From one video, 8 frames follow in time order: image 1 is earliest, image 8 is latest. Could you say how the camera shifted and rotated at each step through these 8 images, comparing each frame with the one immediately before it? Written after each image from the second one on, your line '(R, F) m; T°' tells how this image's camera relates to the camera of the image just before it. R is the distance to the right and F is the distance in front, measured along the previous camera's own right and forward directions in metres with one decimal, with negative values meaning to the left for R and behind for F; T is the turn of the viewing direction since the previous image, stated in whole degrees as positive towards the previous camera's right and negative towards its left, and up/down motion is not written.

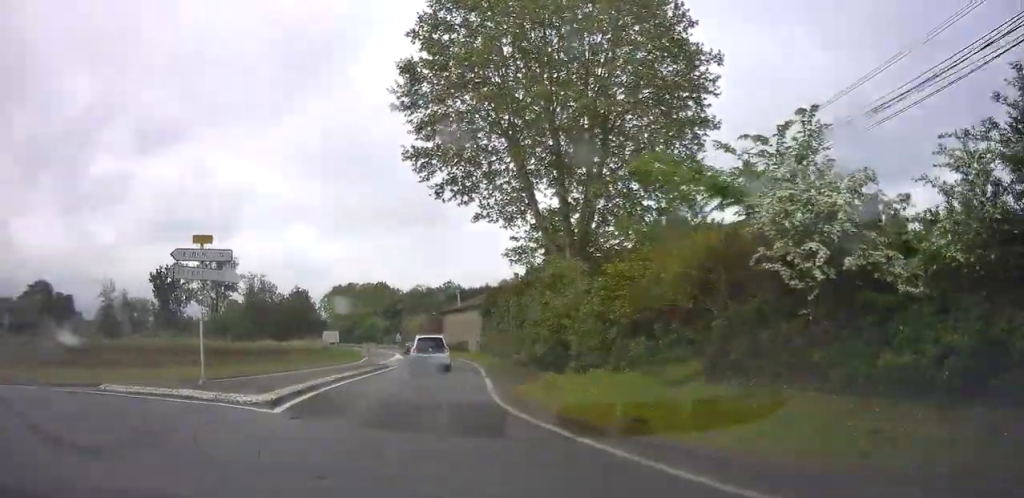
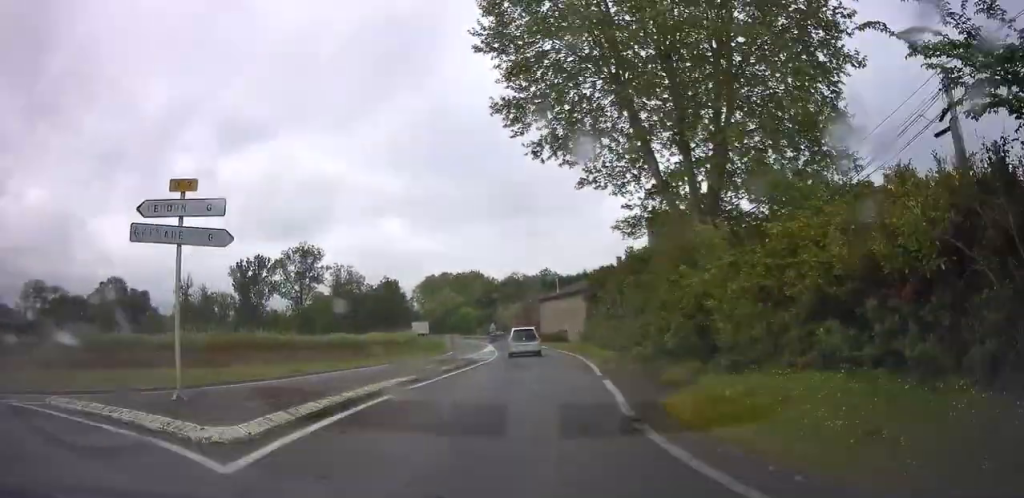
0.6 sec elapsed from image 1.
(-0.6, +4.8) m; -9°
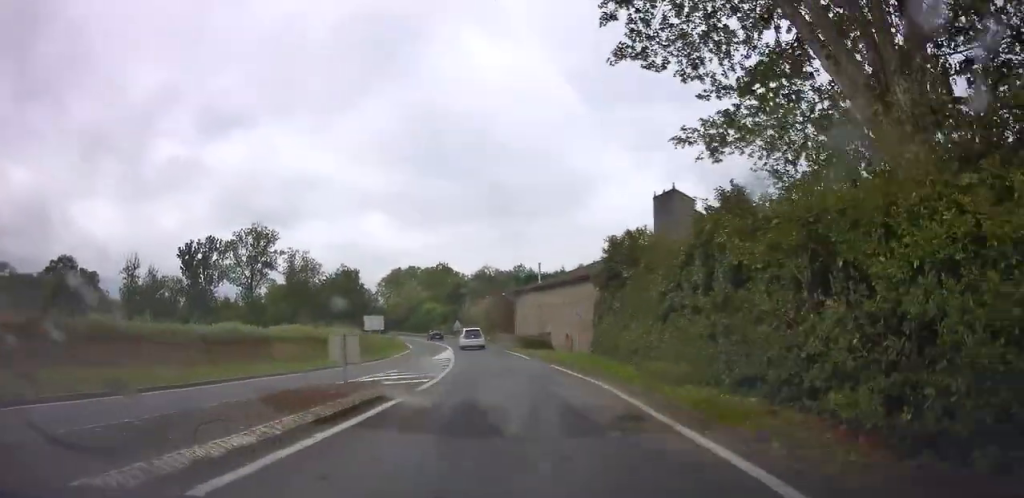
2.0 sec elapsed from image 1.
(-0.7, +13.2) m; -2°
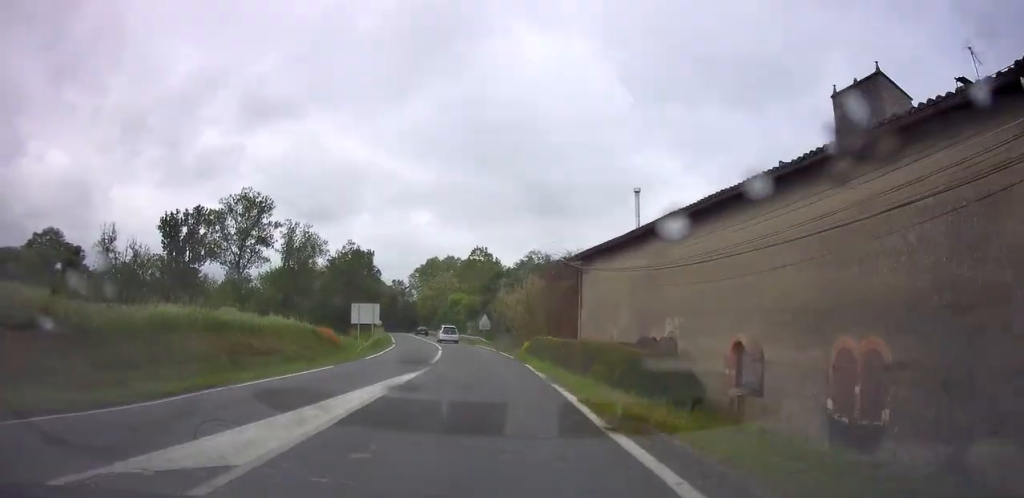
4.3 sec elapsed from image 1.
(-0.1, +26.3) m; -4°
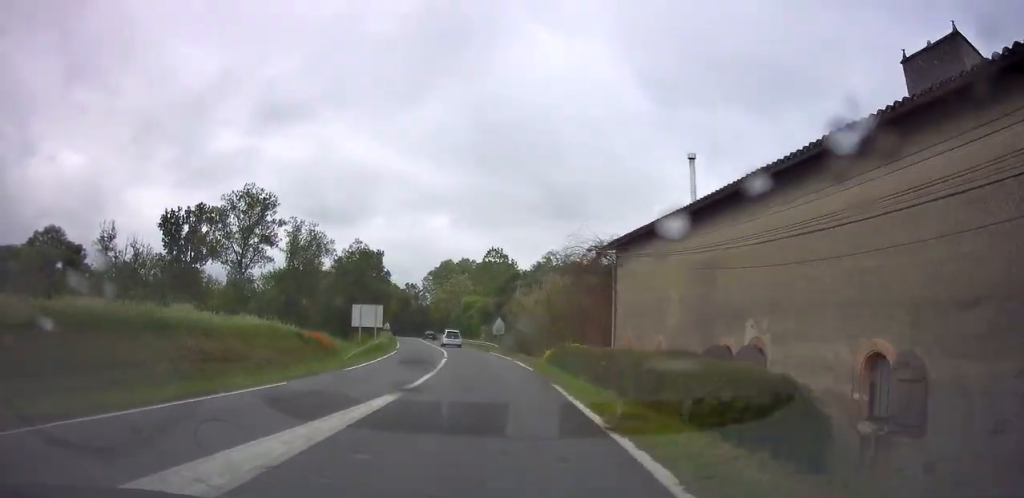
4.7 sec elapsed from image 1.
(-0.1, +5.7) m; -1°
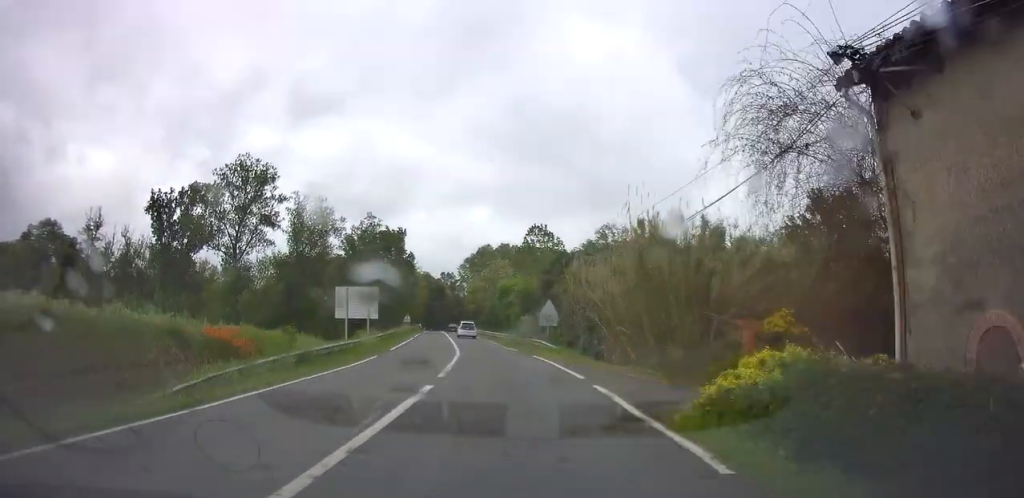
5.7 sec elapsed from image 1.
(-0.3, +15.9) m; -3°
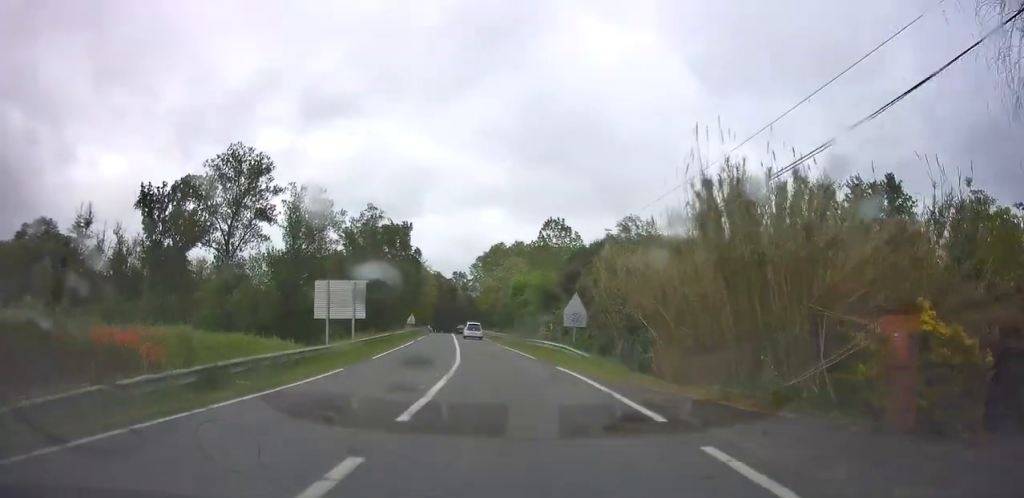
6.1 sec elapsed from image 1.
(+0.1, +6.3) m; -2°
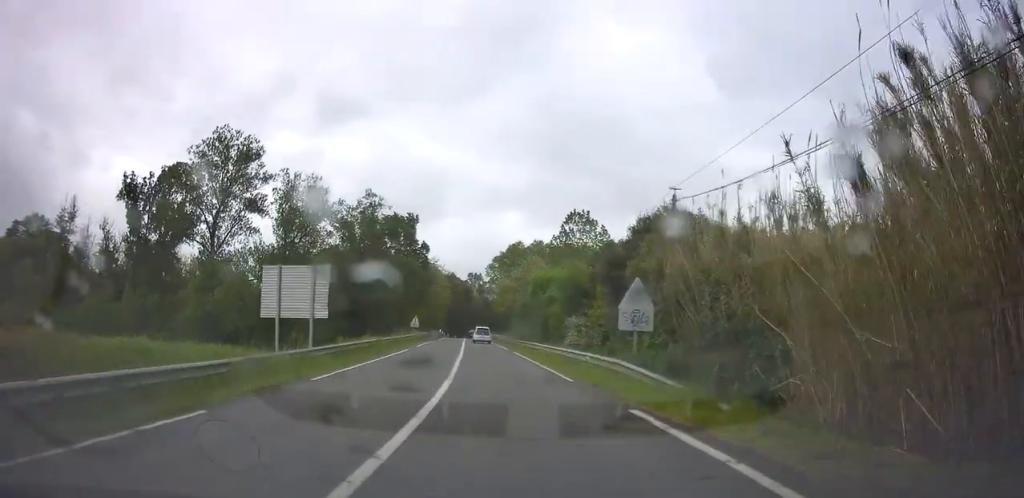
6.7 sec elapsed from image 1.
(-0.2, +9.1) m; -2°
